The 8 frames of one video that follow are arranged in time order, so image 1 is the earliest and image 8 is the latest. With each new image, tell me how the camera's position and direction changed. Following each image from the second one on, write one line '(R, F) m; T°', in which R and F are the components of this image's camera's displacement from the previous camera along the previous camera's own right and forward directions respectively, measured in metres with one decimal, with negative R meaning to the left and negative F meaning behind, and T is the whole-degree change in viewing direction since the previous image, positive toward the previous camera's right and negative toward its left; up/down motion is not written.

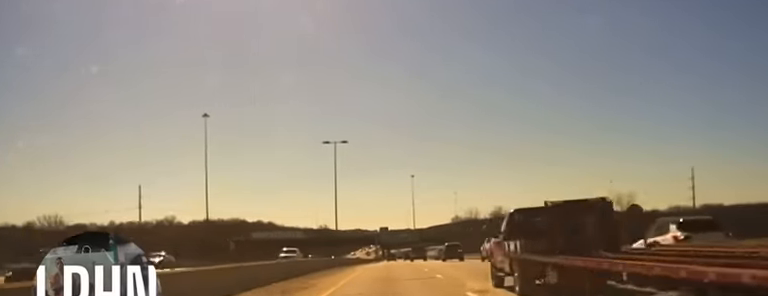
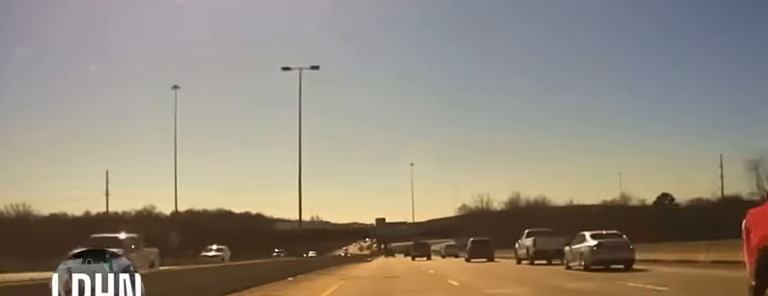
(0.0, +30.4) m; 0°
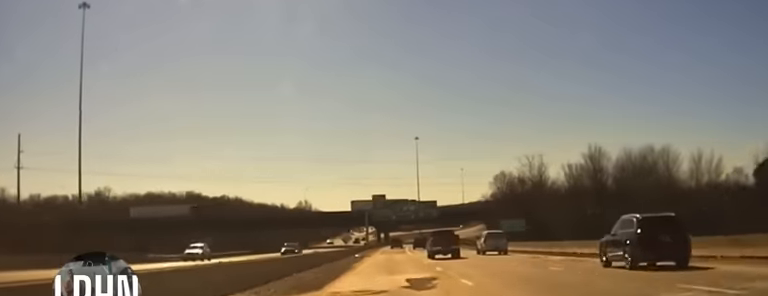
(-0.4, +62.7) m; 0°
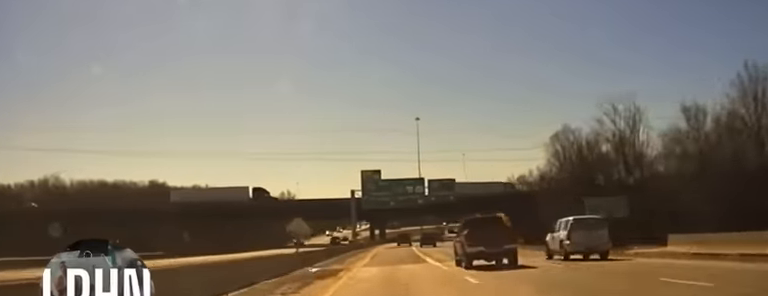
(+0.3, +47.8) m; 0°
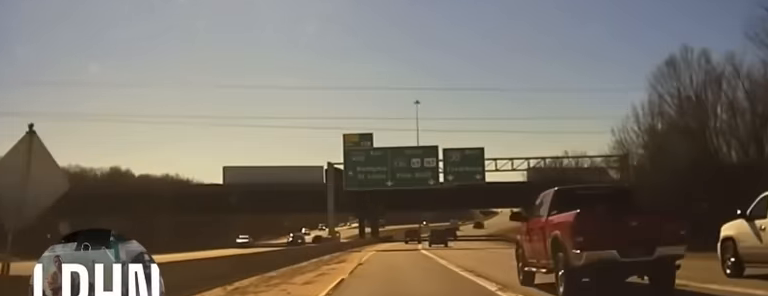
(+0.1, +34.8) m; +1°
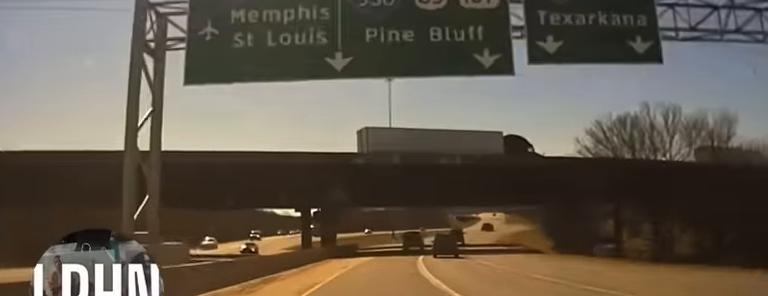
(+0.4, +51.9) m; +2°
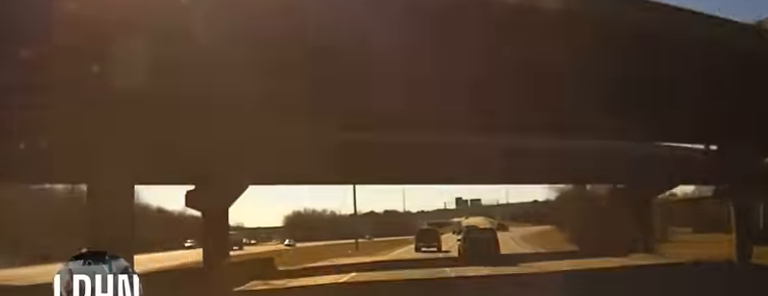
(+1.0, +49.6) m; +3°
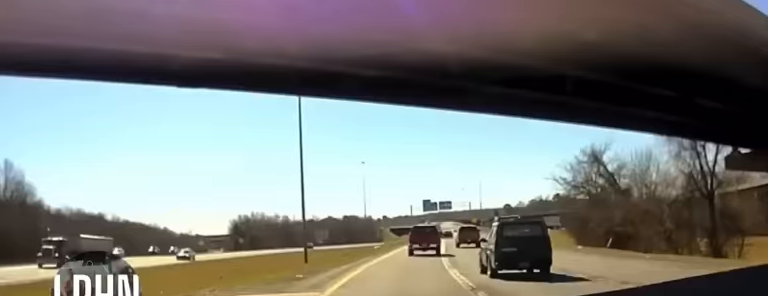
(+0.7, +31.6) m; +2°
